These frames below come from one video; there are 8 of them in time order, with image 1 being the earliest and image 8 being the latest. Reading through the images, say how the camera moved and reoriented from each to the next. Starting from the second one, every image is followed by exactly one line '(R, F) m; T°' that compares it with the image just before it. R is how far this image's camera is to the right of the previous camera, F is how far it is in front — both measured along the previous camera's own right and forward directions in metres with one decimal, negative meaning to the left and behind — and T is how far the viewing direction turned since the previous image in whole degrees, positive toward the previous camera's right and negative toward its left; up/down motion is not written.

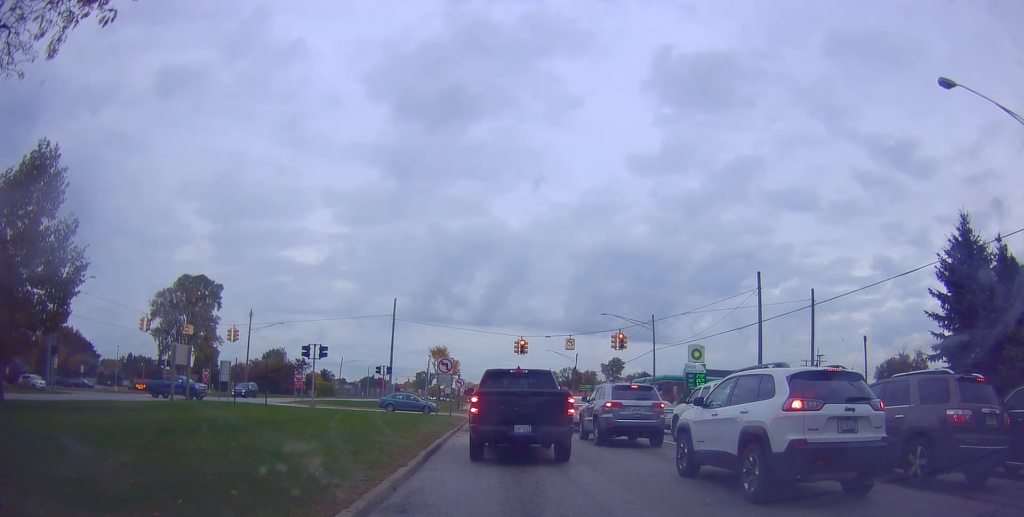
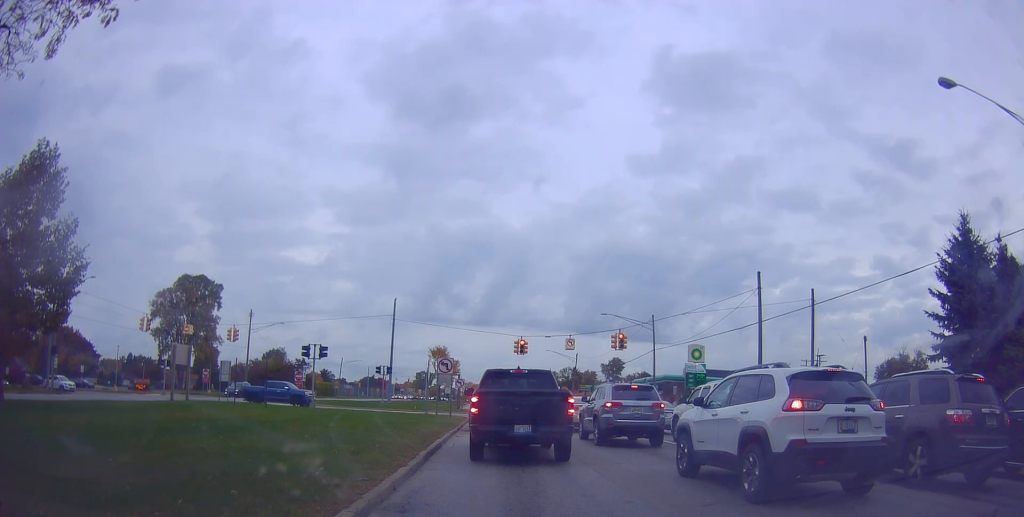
(0.0, 0.0) m; 0°
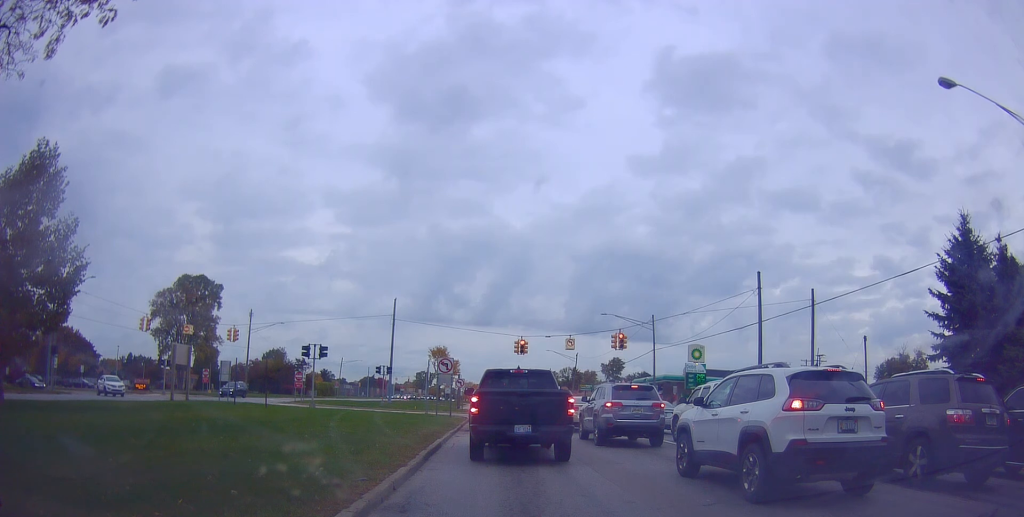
(0.0, 0.0) m; 0°
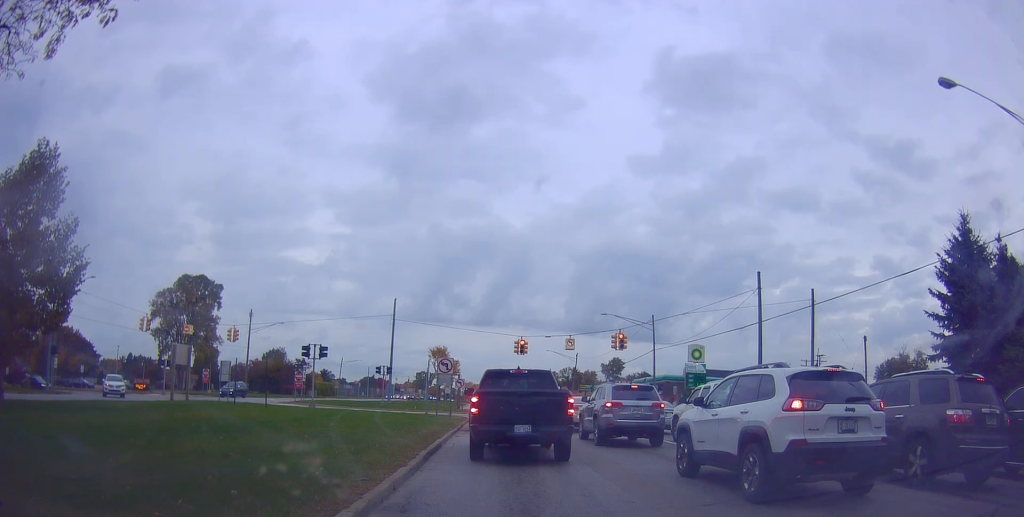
(0.0, 0.0) m; 0°
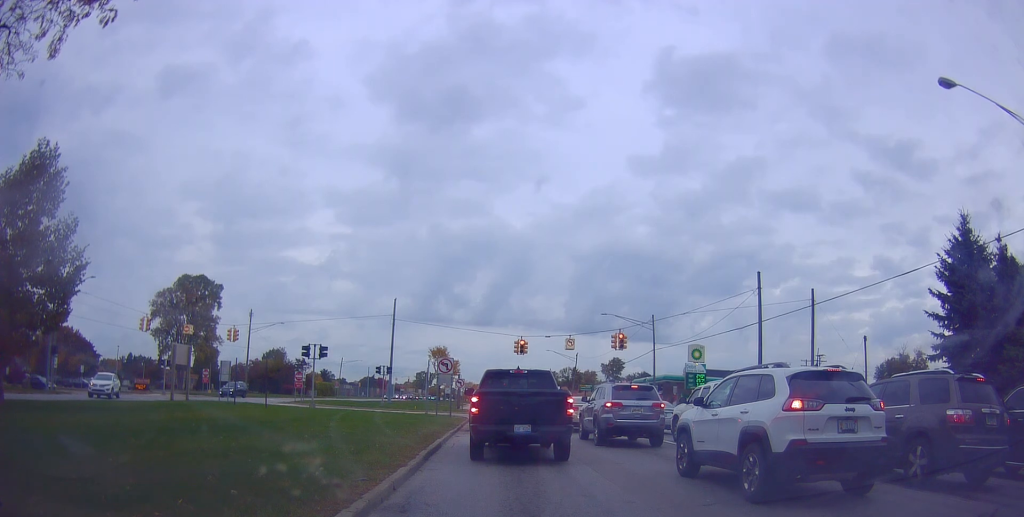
(0.0, 0.0) m; 0°
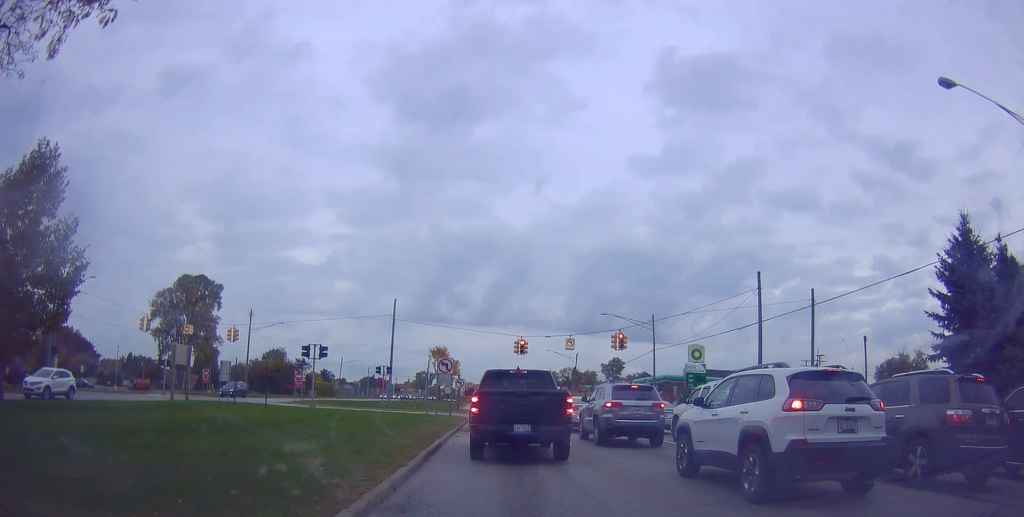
(0.0, 0.0) m; 0°
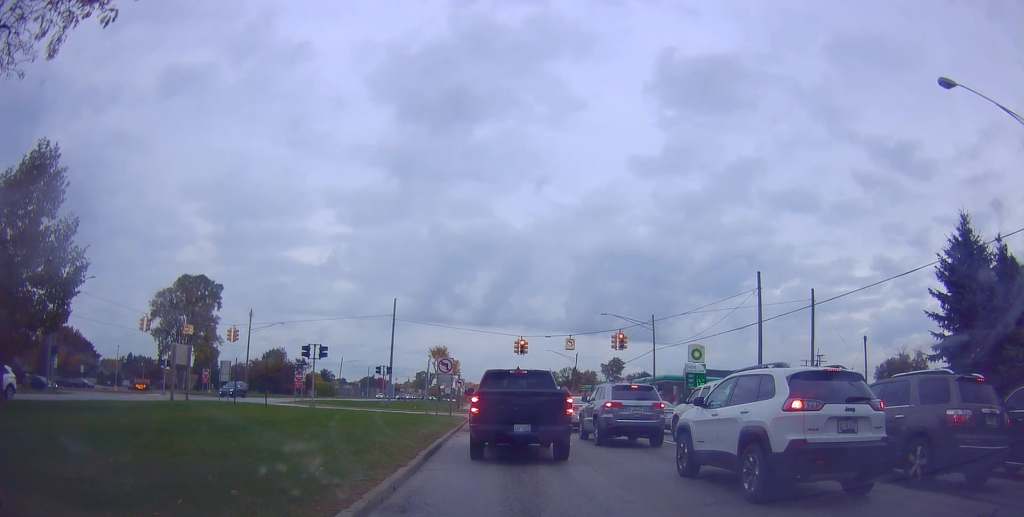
(0.0, 0.0) m; 0°
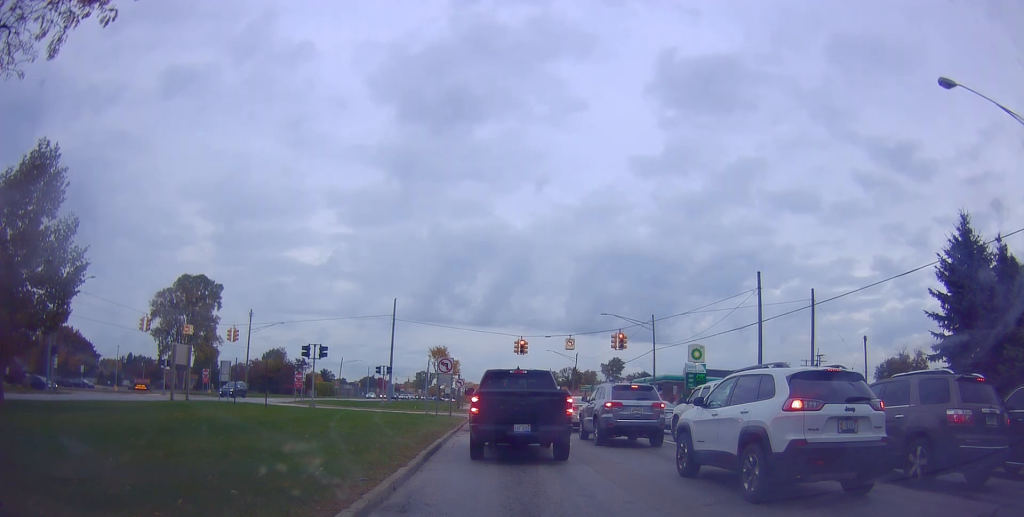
(0.0, 0.0) m; 0°
